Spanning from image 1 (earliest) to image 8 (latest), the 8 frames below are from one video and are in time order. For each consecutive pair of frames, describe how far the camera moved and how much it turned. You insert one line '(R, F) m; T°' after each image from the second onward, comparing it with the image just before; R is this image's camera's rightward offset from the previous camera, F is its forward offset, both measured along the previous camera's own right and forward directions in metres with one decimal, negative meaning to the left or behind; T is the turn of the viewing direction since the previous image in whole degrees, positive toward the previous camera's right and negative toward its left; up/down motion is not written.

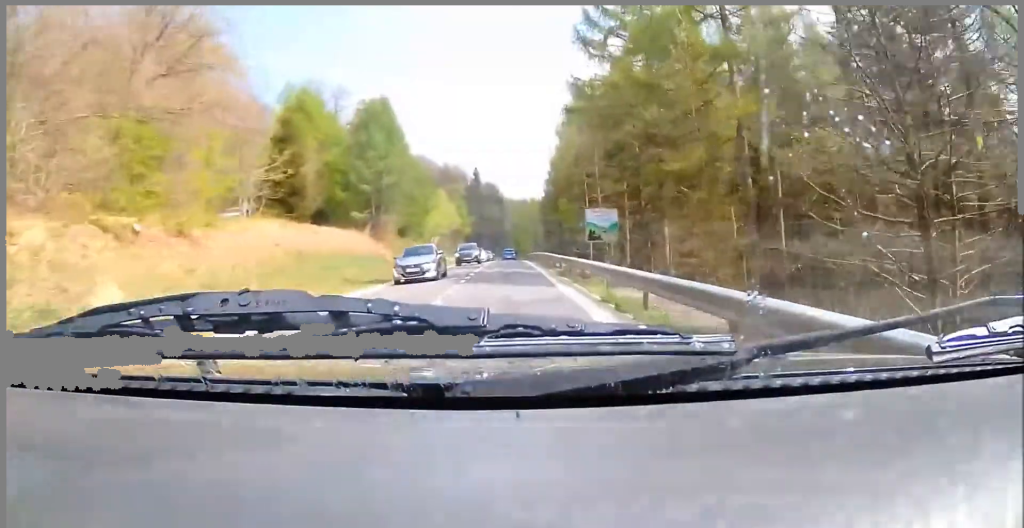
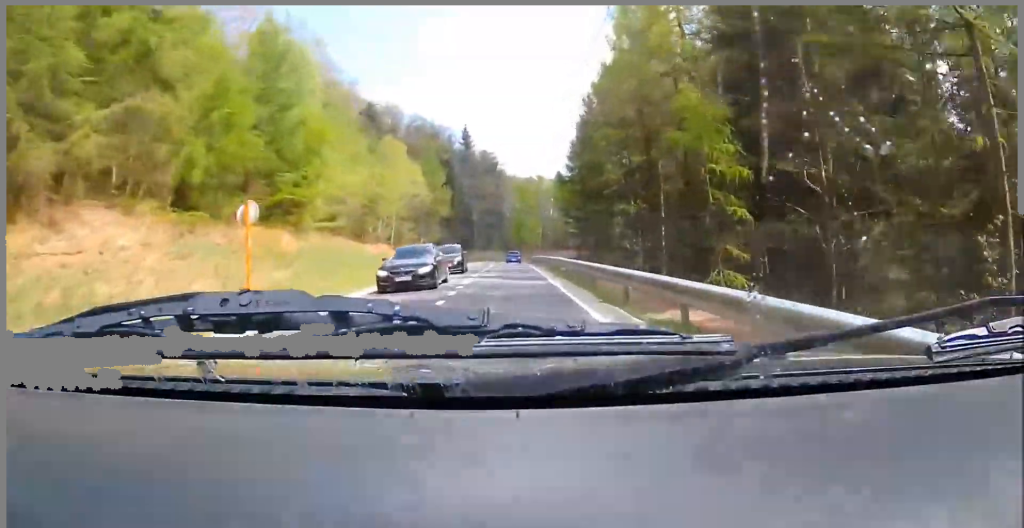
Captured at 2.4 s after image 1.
(-1.3, +41.3) m; -1°
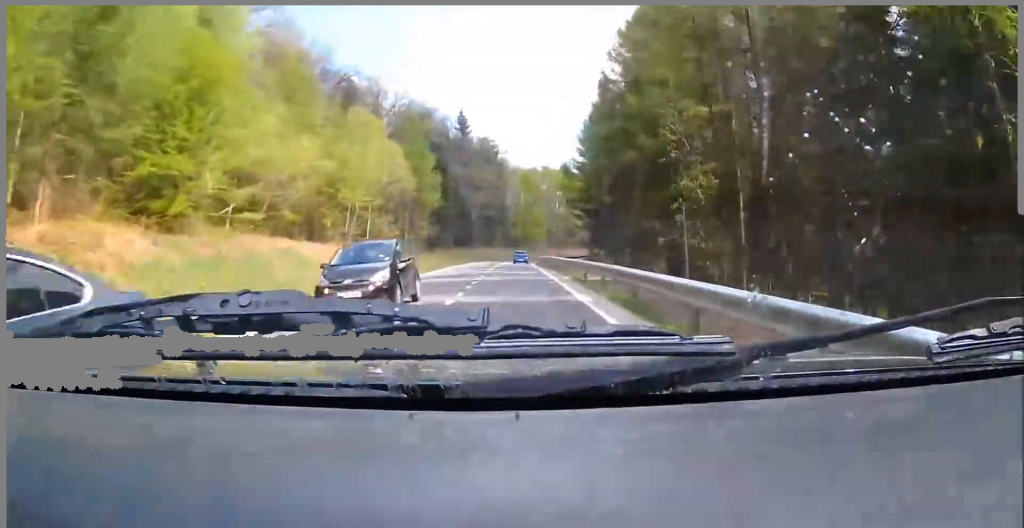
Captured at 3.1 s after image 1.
(+0.3, +12.1) m; 0°
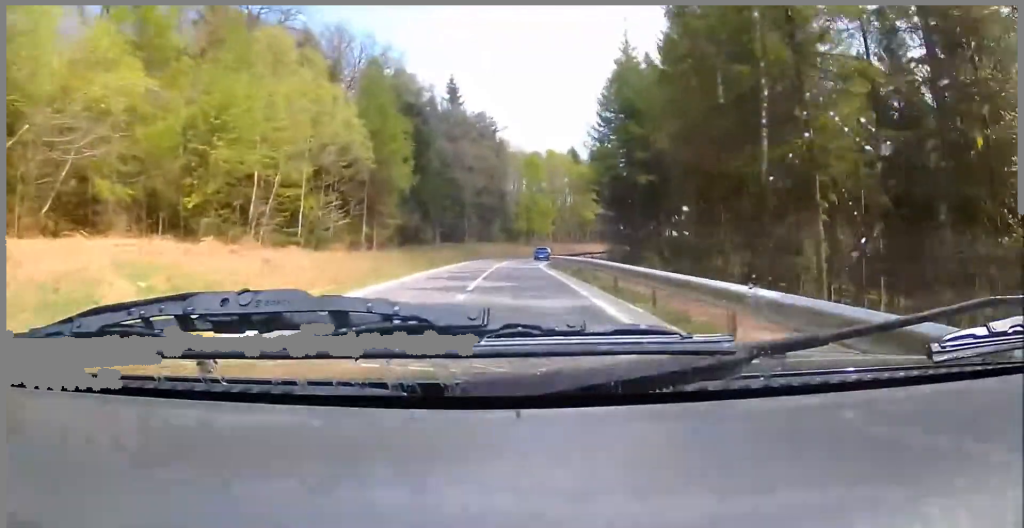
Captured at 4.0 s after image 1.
(0.0, +16.5) m; 0°
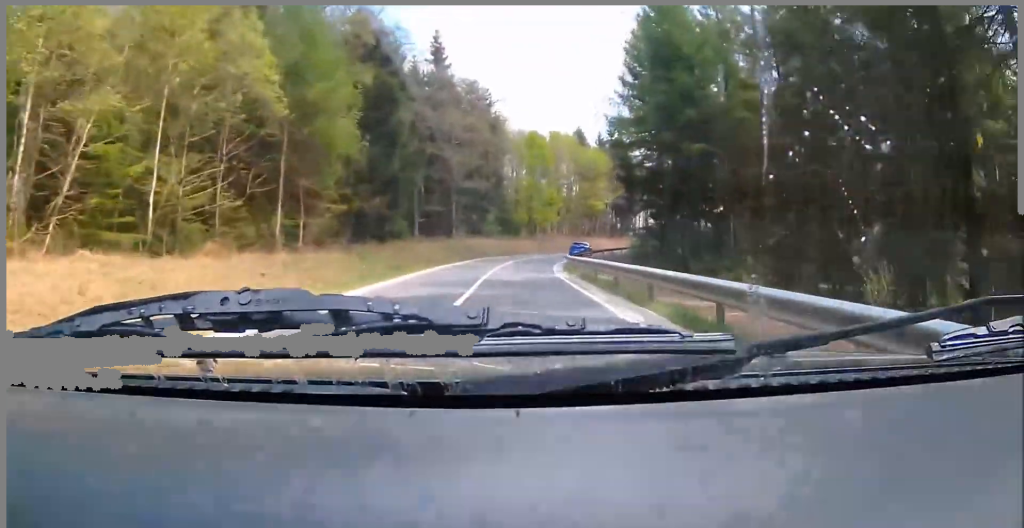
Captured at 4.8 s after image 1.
(-0.2, +14.8) m; +1°
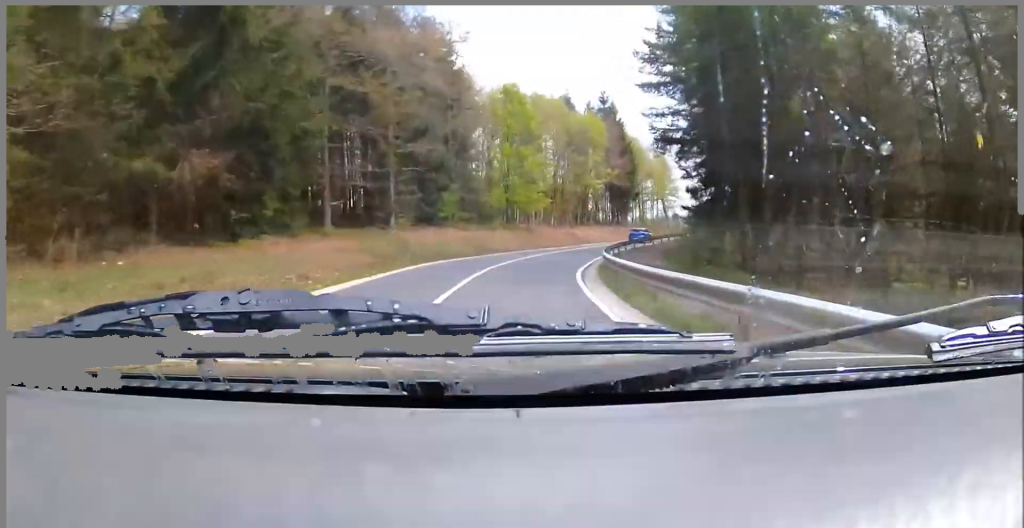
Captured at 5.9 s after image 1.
(+0.8, +21.5) m; +6°
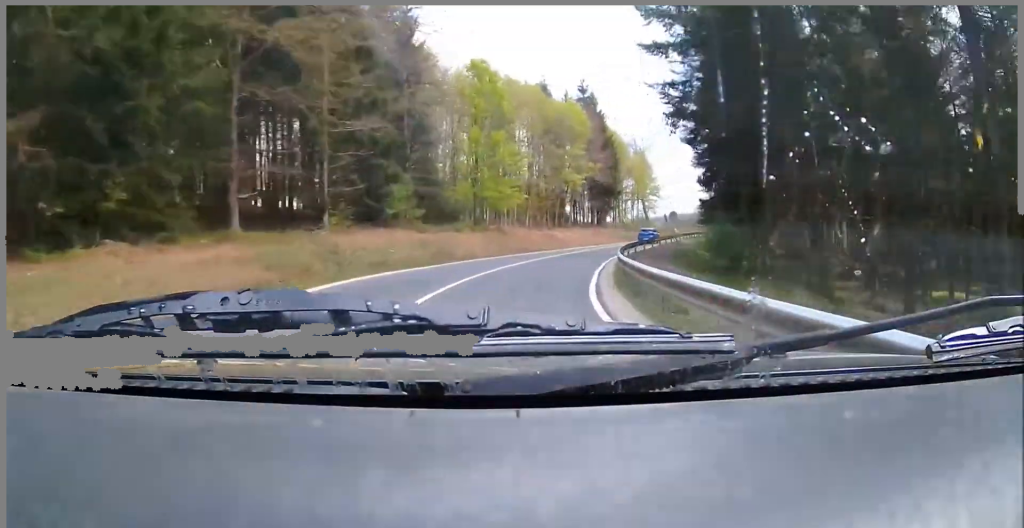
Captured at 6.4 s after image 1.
(-0.2, +9.2) m; +4°
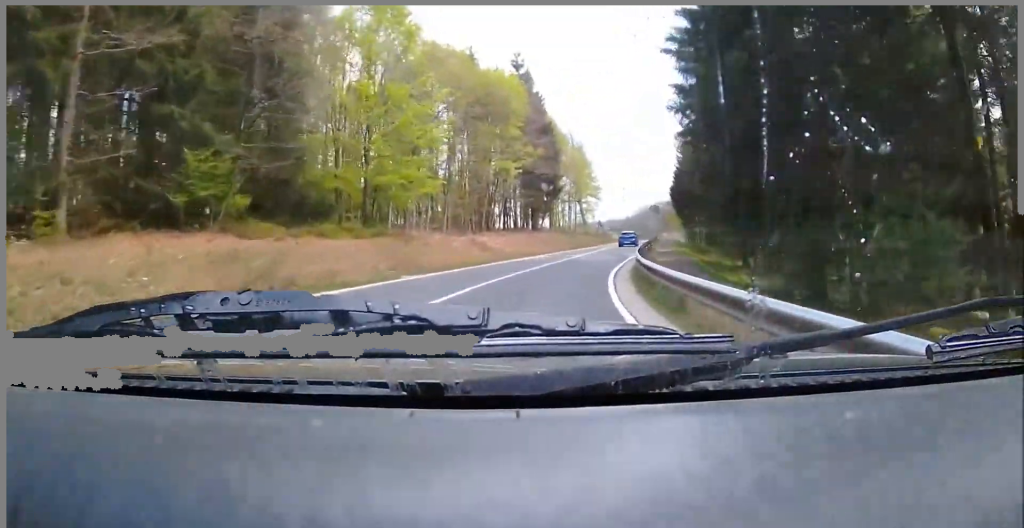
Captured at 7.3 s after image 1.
(+1.4, +15.5) m; +5°
